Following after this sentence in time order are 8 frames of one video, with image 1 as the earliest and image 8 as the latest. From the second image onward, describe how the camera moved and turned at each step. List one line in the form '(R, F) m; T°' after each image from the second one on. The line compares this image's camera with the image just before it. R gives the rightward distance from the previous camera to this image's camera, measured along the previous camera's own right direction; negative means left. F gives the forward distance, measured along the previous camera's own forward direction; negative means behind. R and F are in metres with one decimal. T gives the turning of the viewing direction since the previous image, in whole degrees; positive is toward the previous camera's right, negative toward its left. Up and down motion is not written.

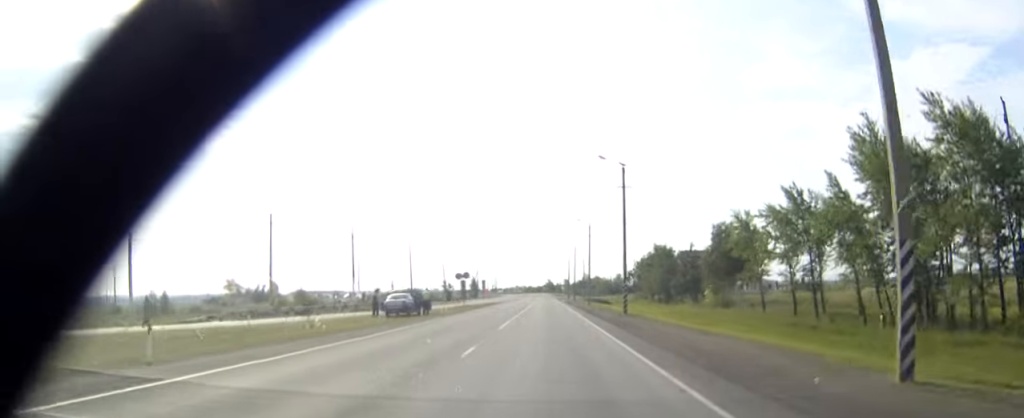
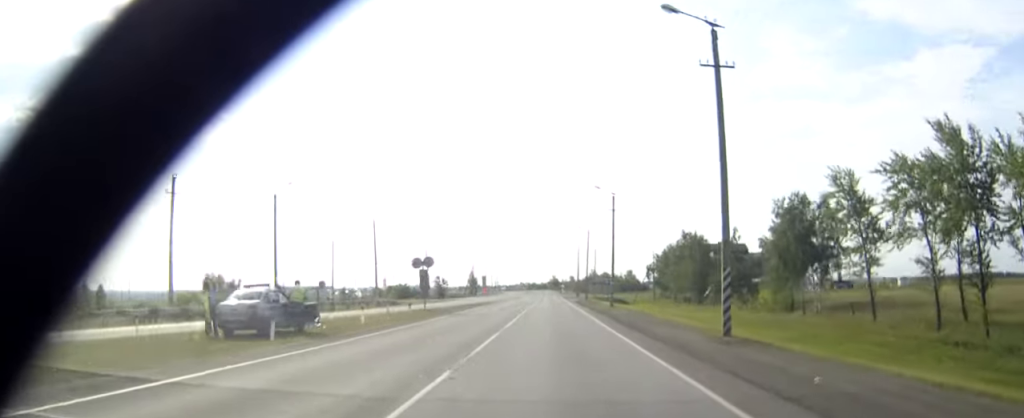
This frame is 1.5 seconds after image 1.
(0.0, +24.7) m; 0°
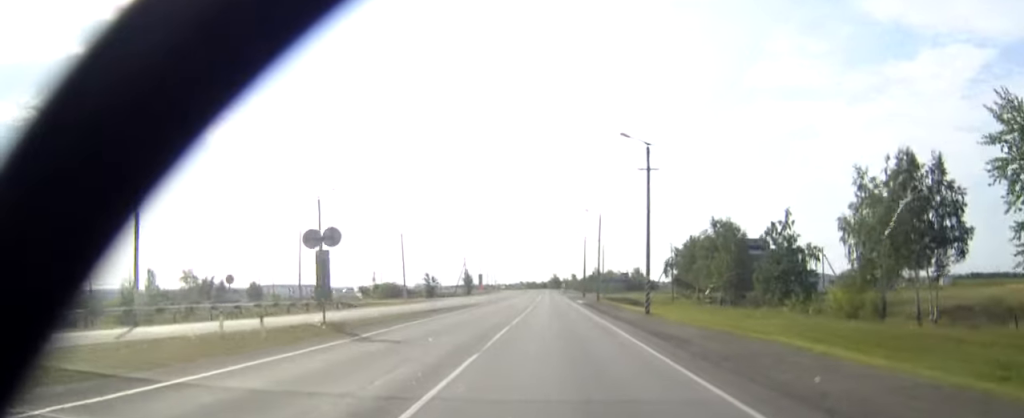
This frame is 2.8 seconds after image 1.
(-0.1, +20.5) m; 0°
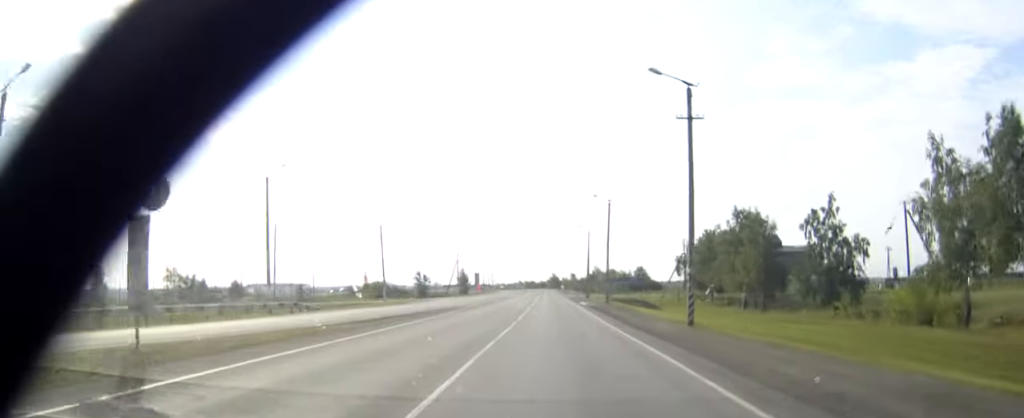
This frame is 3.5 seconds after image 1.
(0.0, +12.0) m; 0°
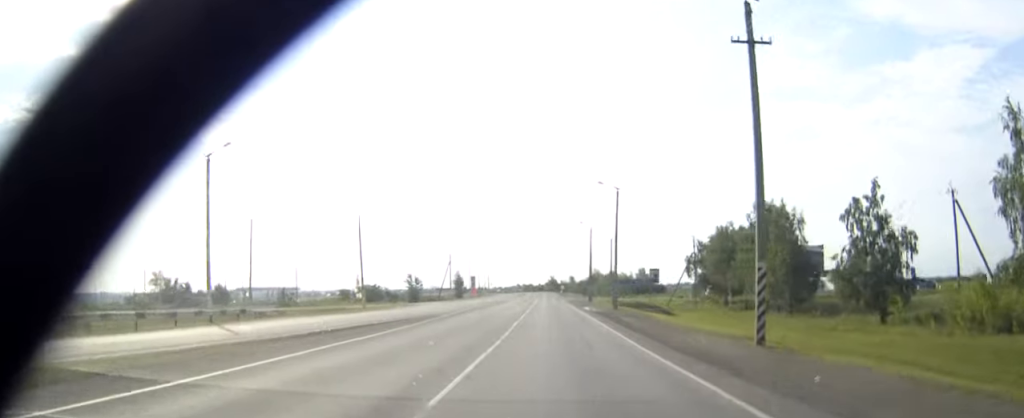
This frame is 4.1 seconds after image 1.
(0.0, +9.3) m; 0°
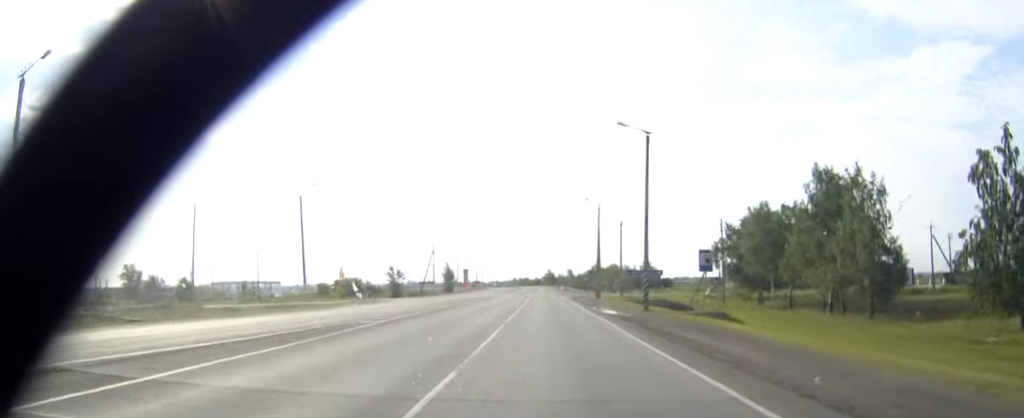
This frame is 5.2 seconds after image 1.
(0.0, +18.0) m; 0°
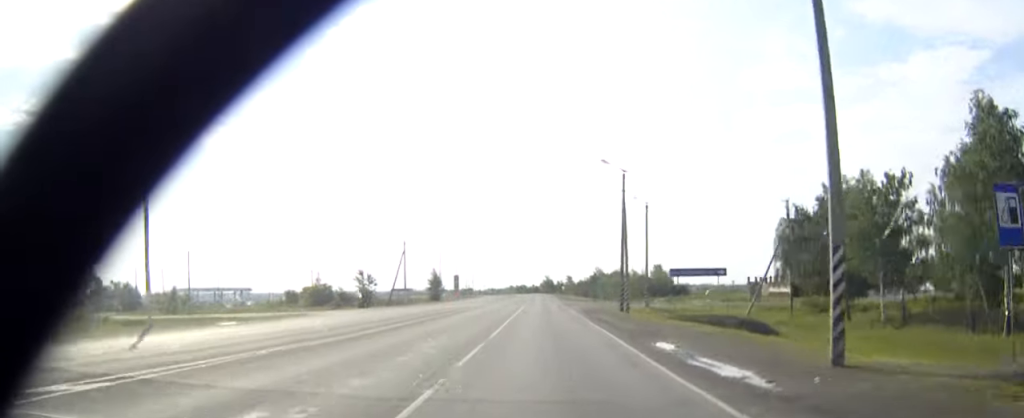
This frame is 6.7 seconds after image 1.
(+0.1, +24.6) m; 0°
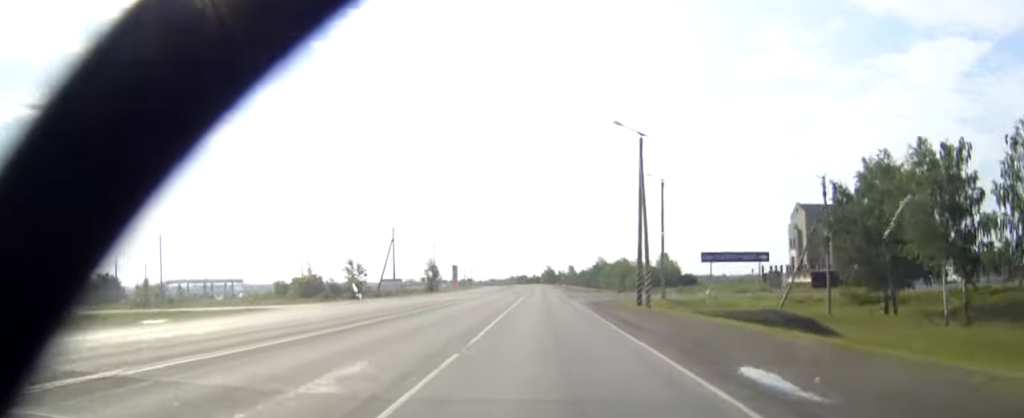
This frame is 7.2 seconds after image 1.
(0.0, +8.2) m; 0°
